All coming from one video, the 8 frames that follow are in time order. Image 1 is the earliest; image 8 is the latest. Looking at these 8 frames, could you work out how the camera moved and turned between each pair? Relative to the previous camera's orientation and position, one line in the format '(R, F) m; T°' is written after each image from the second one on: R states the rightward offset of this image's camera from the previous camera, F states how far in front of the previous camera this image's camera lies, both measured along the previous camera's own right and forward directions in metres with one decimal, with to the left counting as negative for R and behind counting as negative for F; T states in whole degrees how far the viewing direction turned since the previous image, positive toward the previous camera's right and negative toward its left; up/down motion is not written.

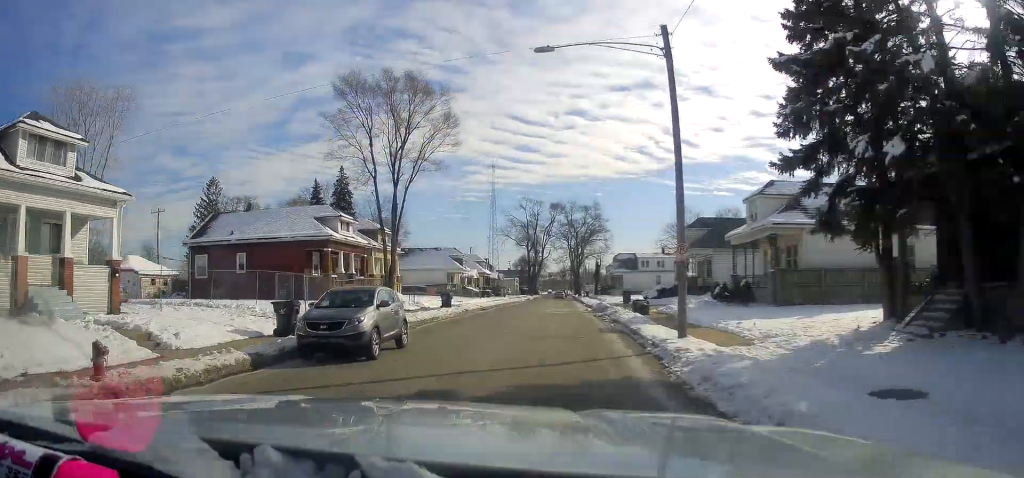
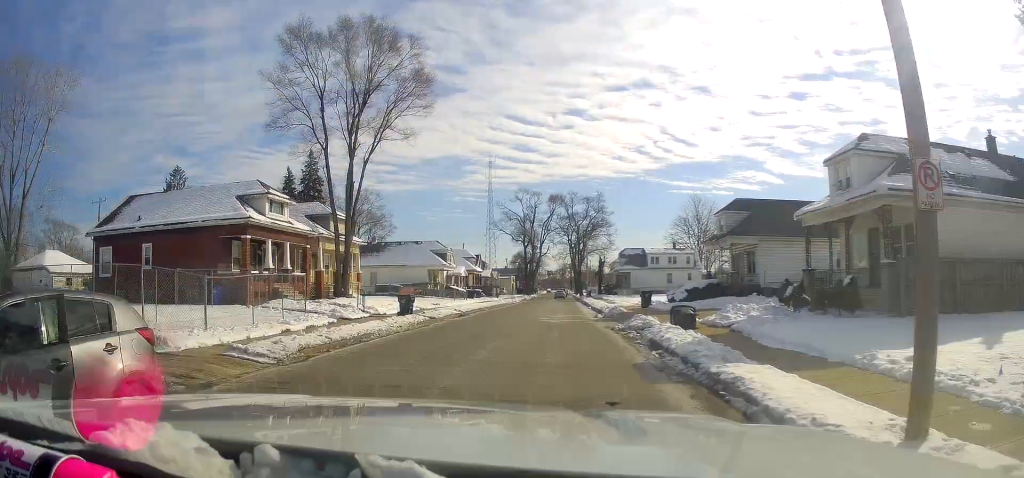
(0.0, +10.3) m; 0°
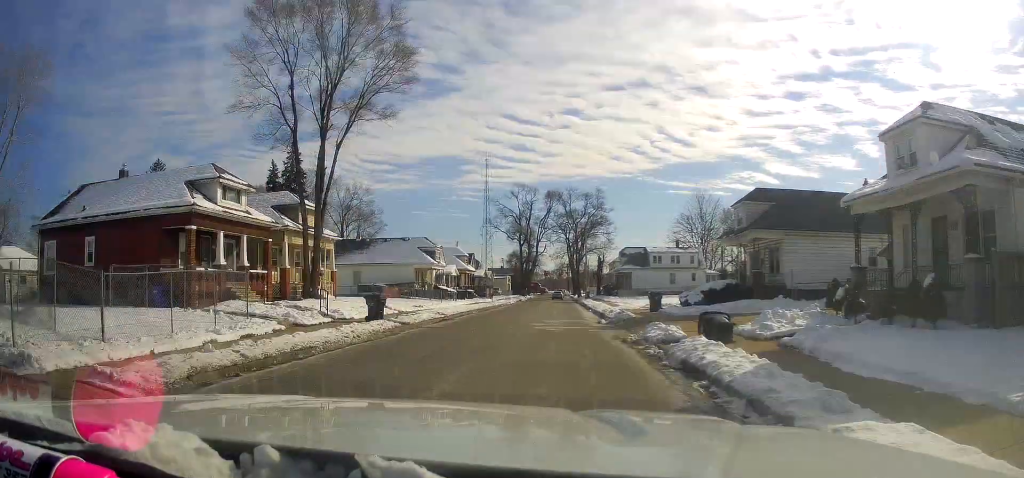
(-0.1, +4.5) m; 0°
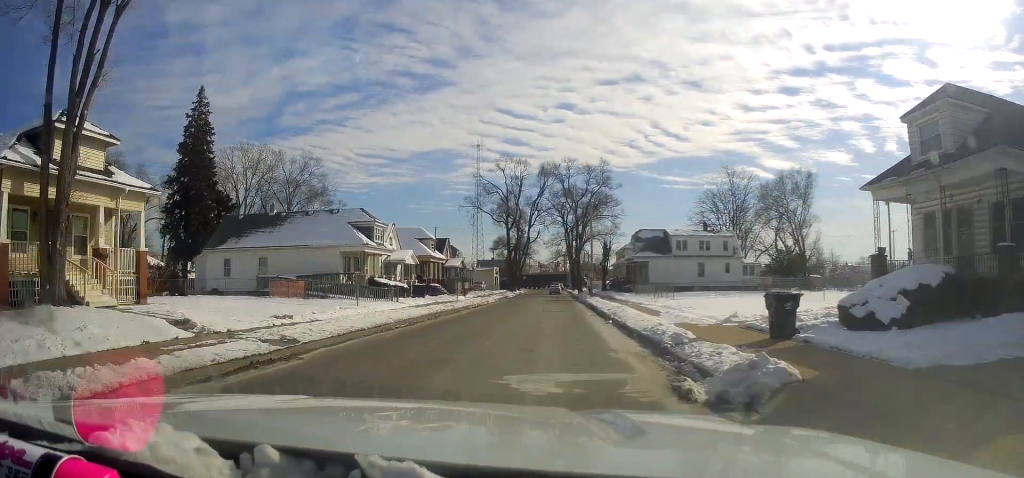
(+0.7, +18.4) m; +1°
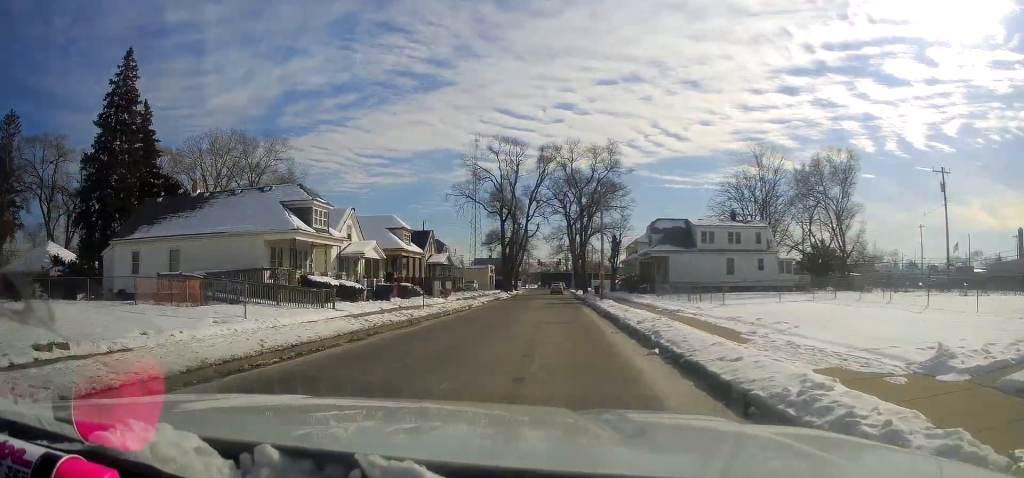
(-0.3, +10.7) m; 0°
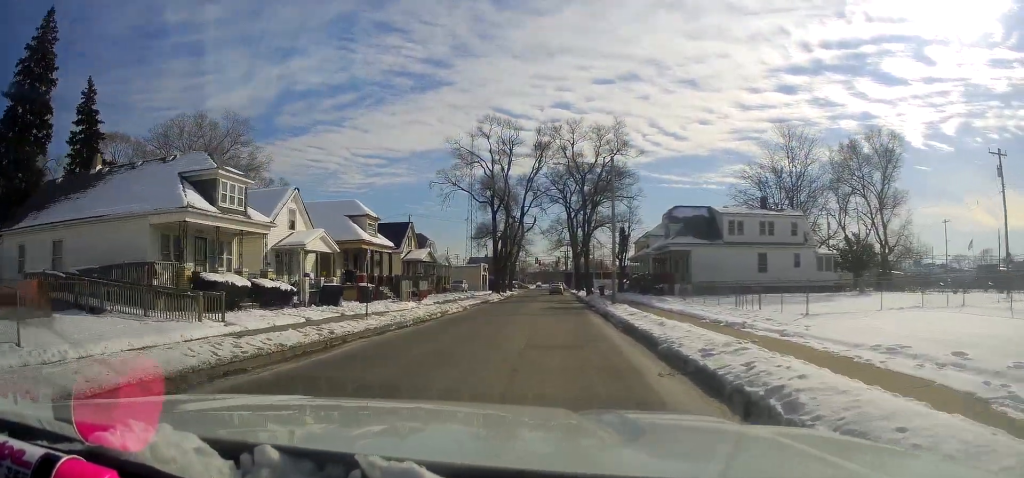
(+0.2, +9.3) m; +1°
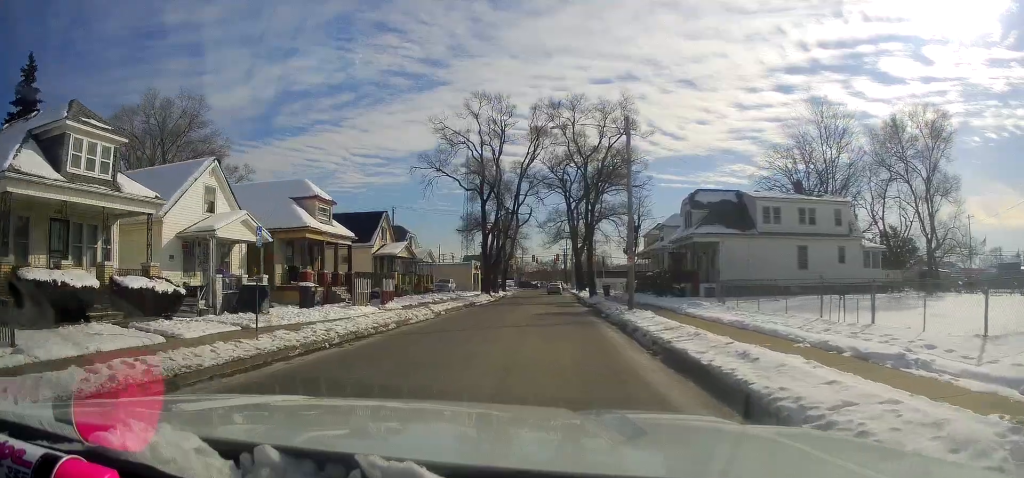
(+0.1, +8.5) m; 0°
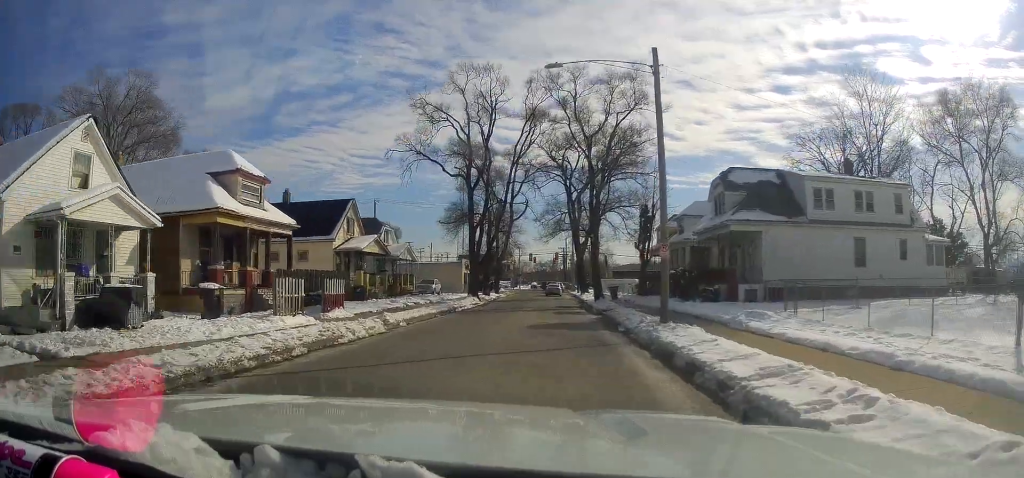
(-0.3, +8.4) m; 0°
